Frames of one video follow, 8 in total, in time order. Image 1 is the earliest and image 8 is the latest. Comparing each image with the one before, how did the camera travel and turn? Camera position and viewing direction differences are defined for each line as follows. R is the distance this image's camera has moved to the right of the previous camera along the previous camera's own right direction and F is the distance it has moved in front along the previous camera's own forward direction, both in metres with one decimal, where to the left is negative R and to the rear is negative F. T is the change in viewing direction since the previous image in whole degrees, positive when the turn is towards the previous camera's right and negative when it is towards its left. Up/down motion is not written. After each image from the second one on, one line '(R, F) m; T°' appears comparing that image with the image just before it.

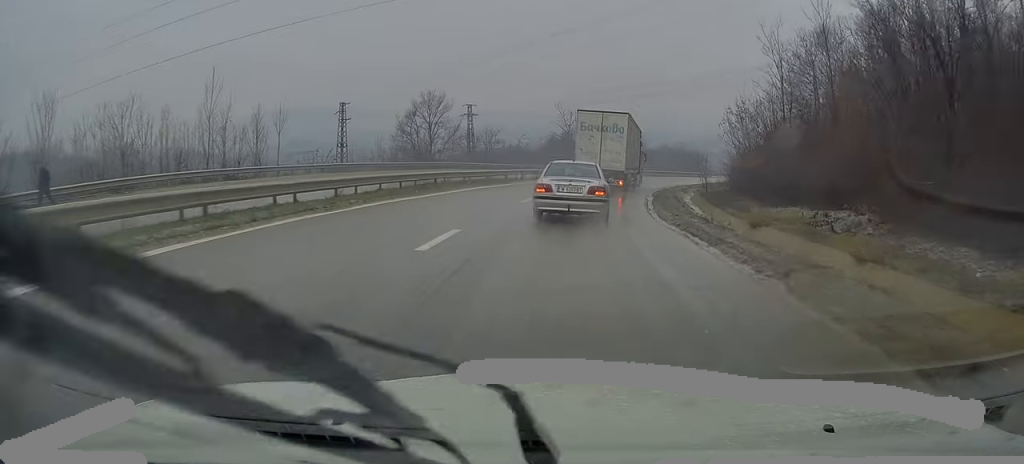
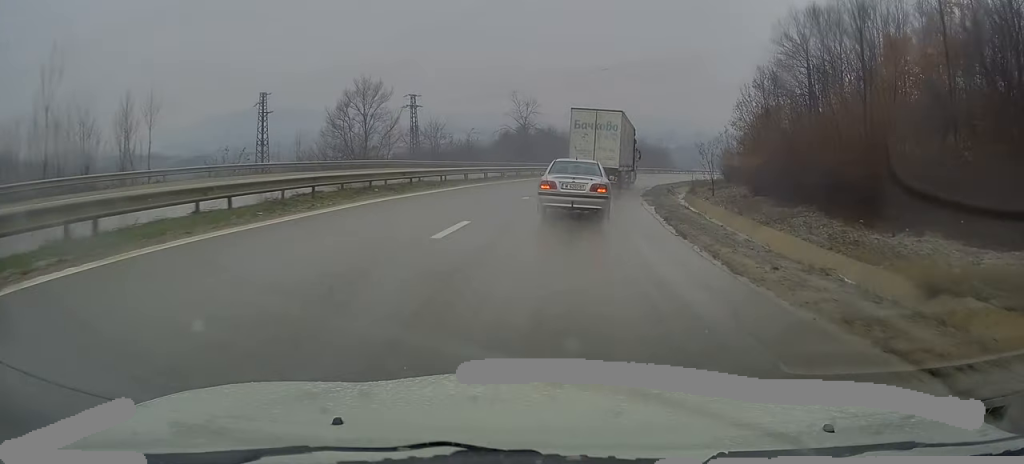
(+0.3, +10.5) m; +3°
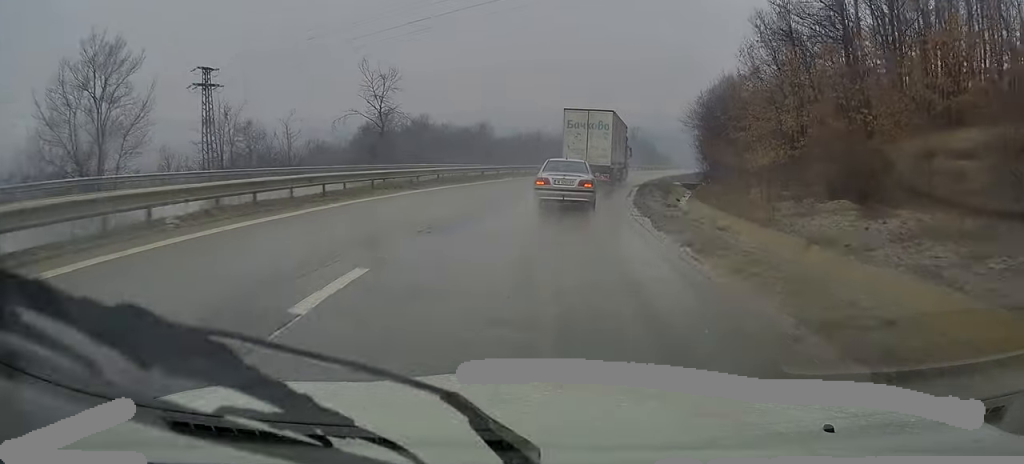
(+2.6, +29.0) m; +10°
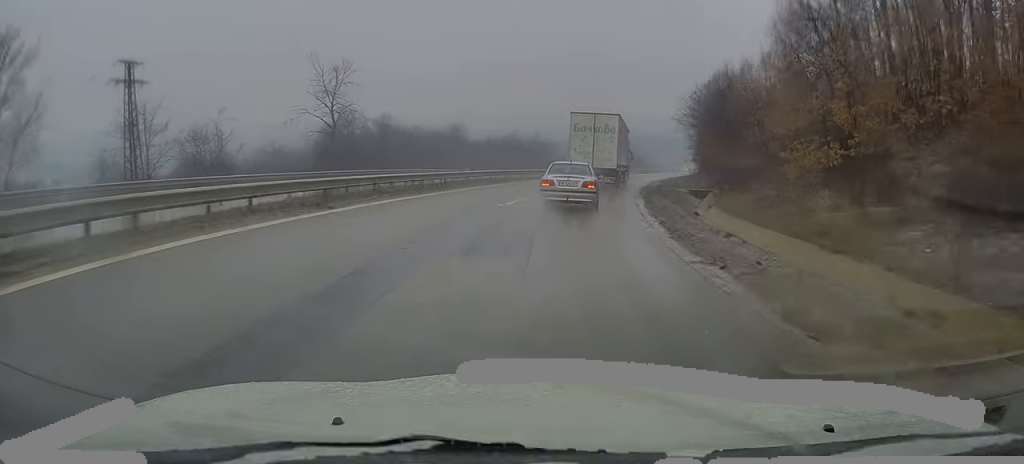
(+0.2, +8.1) m; +2°
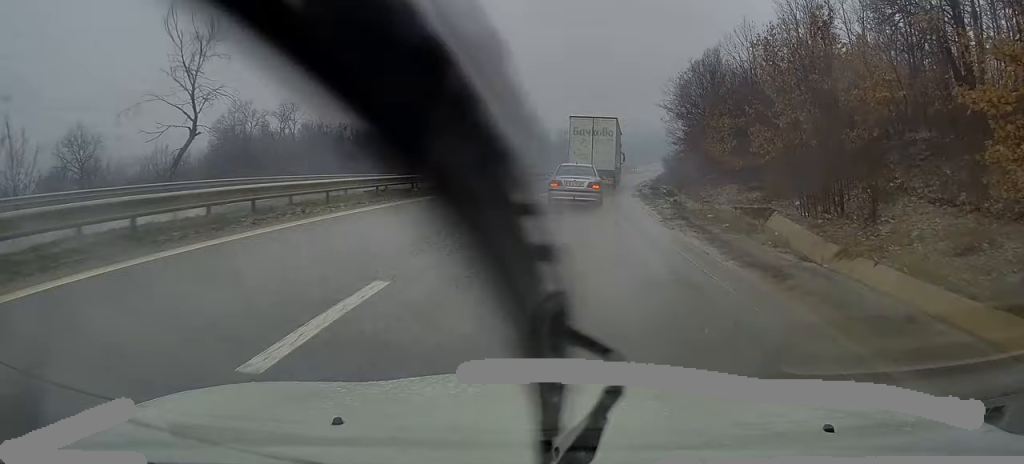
(+0.4, +15.6) m; +4°
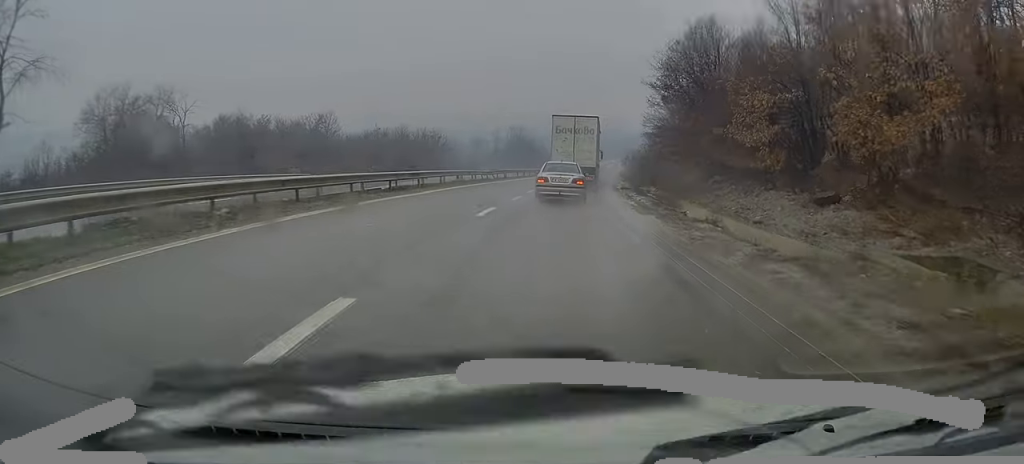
(+0.5, +12.8) m; +4°
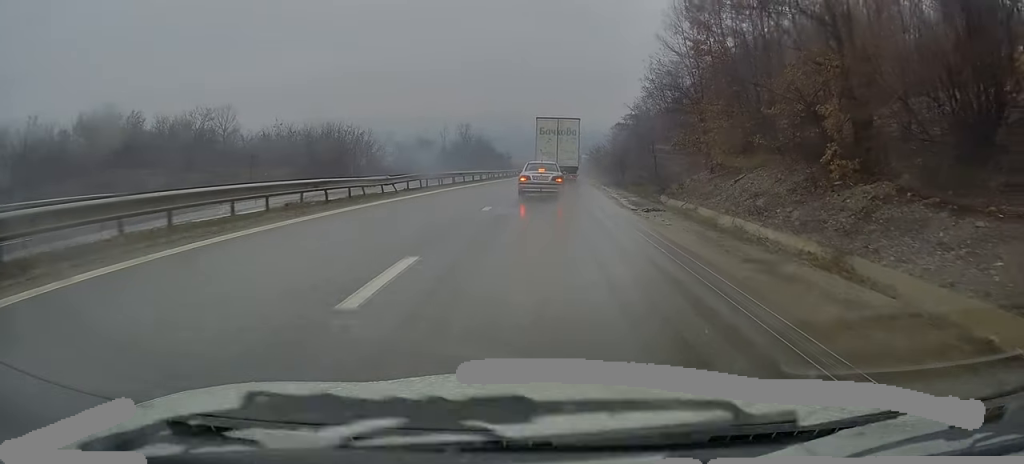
(+1.1, +20.9) m; +5°
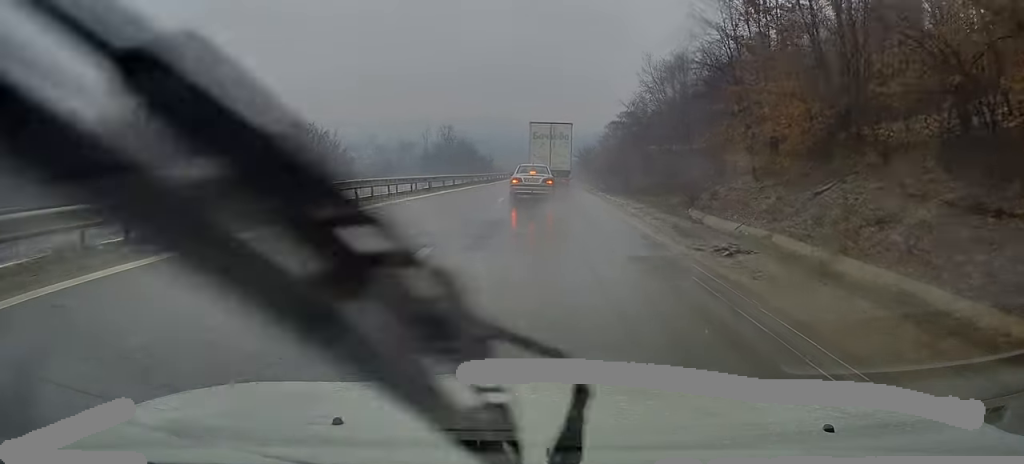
(+0.3, +9.0) m; +2°
